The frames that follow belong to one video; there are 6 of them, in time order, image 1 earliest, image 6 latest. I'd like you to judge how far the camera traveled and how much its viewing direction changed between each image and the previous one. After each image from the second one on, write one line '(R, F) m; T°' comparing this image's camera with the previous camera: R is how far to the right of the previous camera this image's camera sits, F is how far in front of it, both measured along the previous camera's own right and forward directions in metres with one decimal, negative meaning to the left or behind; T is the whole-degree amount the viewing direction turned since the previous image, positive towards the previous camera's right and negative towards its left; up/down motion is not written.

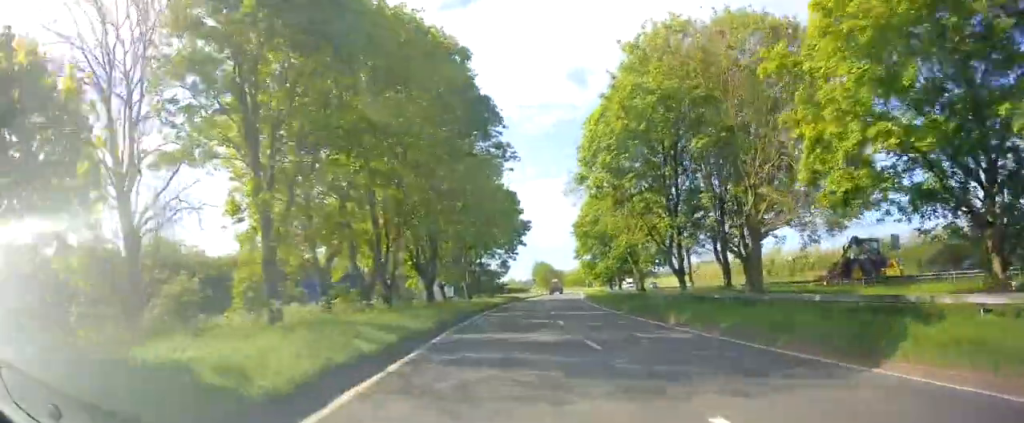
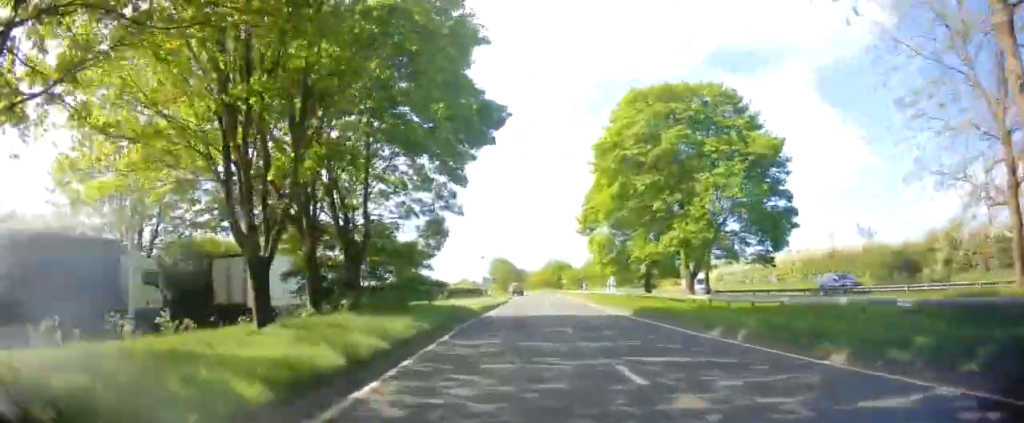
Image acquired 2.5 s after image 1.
(+3.1, +39.3) m; +6°
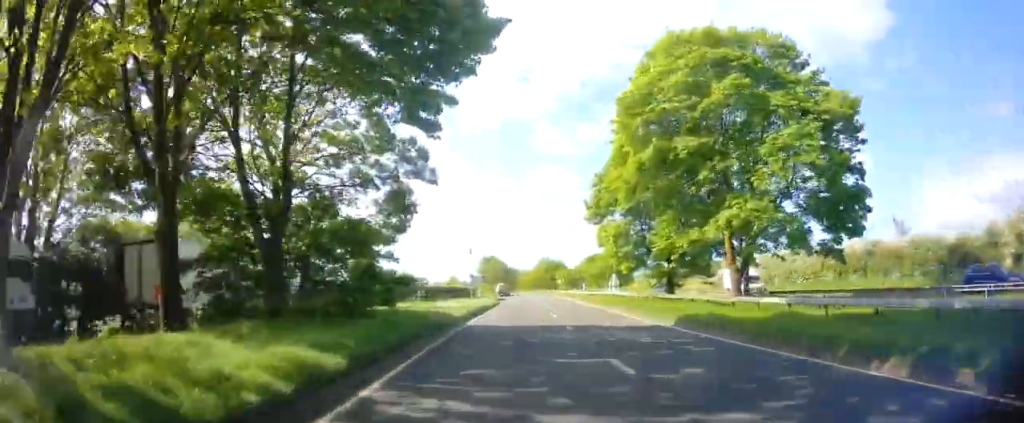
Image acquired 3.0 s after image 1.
(+0.1, +8.0) m; 0°
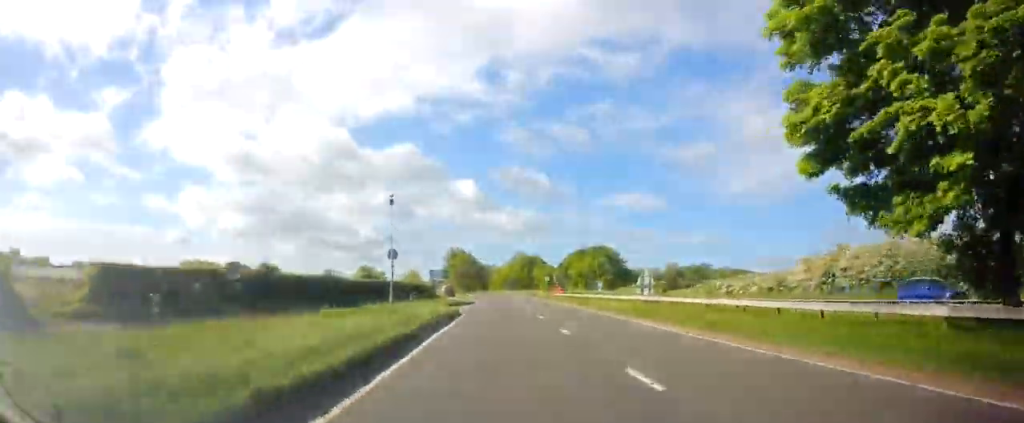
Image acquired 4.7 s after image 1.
(+0.4, +28.0) m; +3°
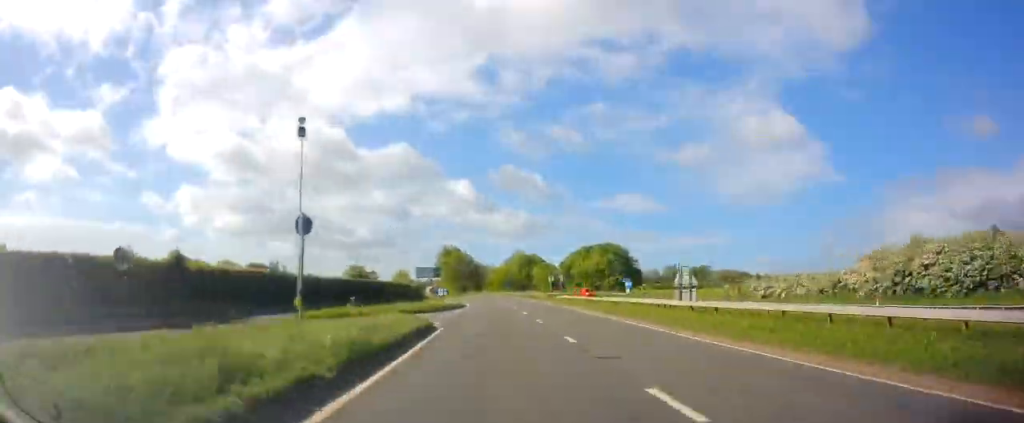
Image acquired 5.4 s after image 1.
(+0.2, +10.6) m; +1°
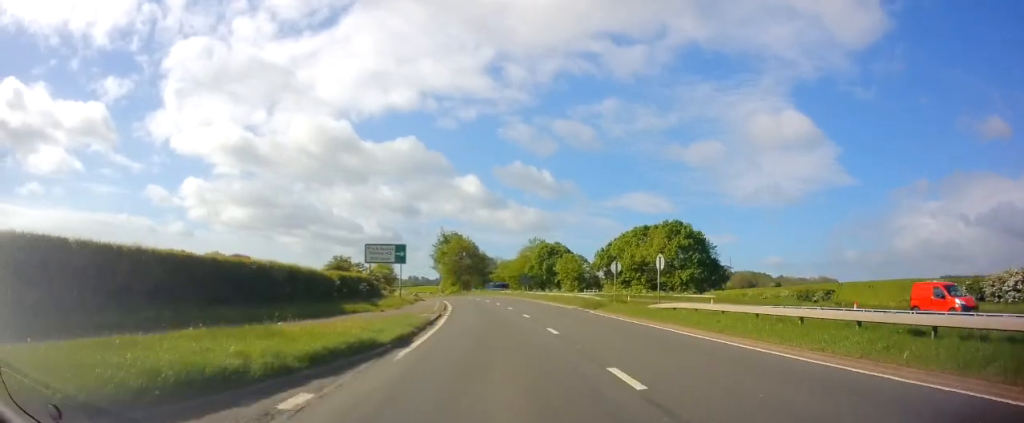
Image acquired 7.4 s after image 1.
(0.0, +33.3) m; -2°
